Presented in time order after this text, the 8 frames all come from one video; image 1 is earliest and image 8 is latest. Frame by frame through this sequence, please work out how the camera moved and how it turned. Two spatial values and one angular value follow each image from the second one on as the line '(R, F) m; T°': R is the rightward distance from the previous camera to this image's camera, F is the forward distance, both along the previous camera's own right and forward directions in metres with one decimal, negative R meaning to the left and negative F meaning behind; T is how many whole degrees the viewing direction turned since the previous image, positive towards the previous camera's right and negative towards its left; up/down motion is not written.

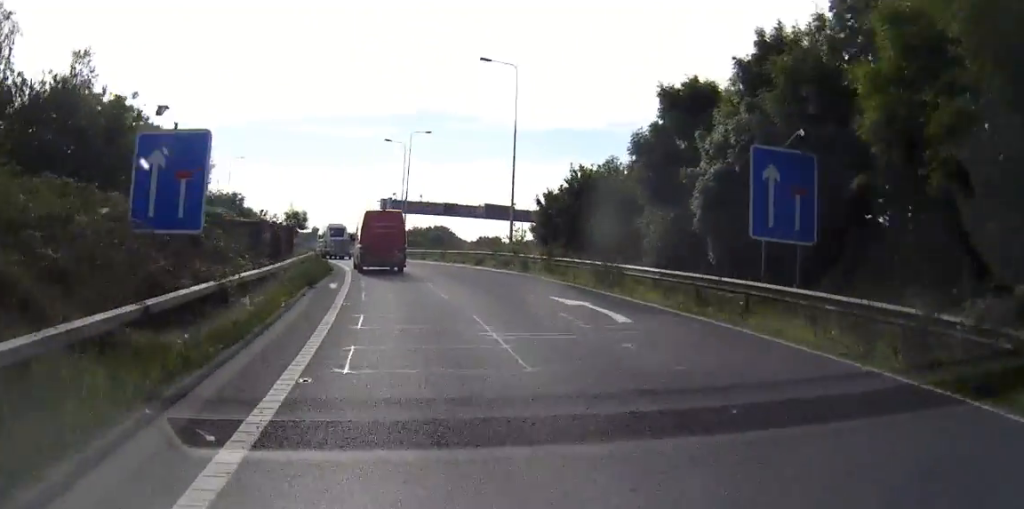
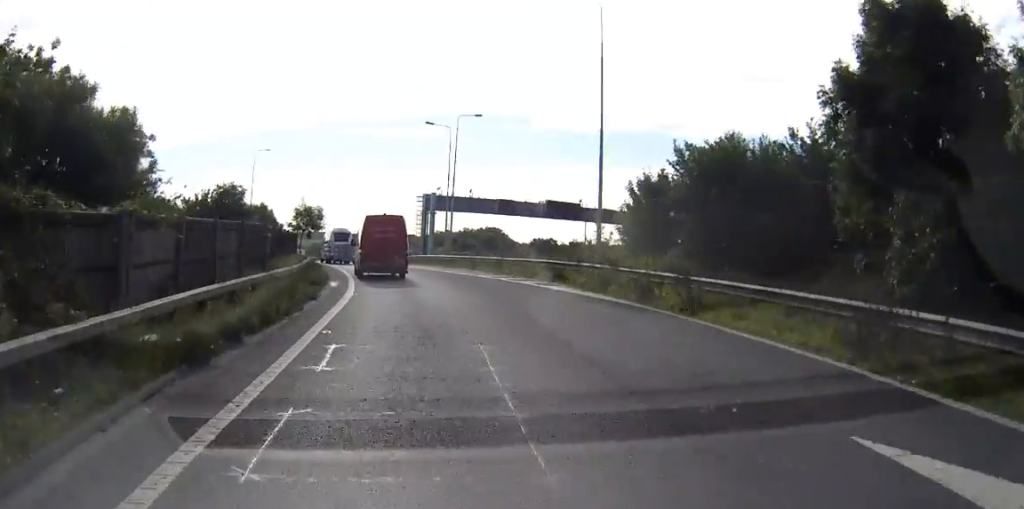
(-0.4, +14.7) m; -3°
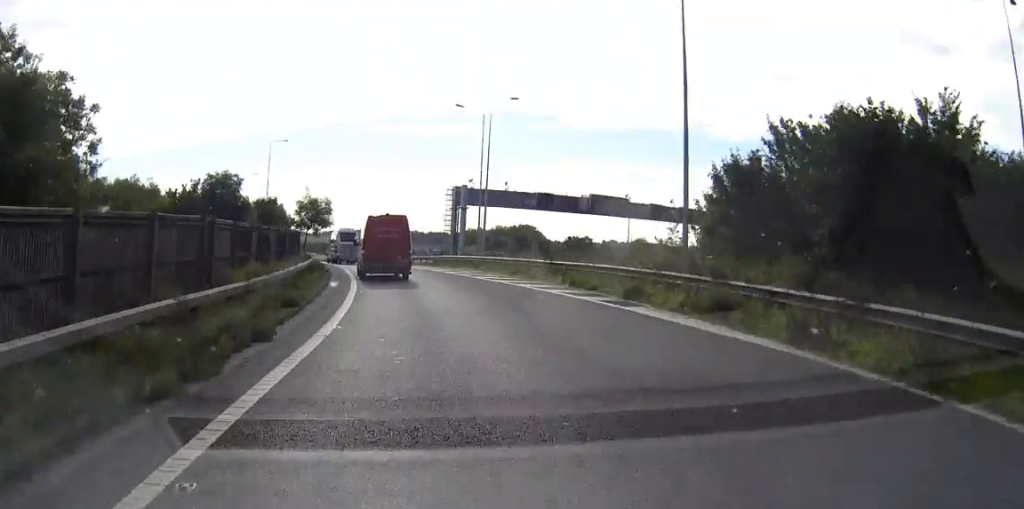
(-0.1, +8.6) m; -2°
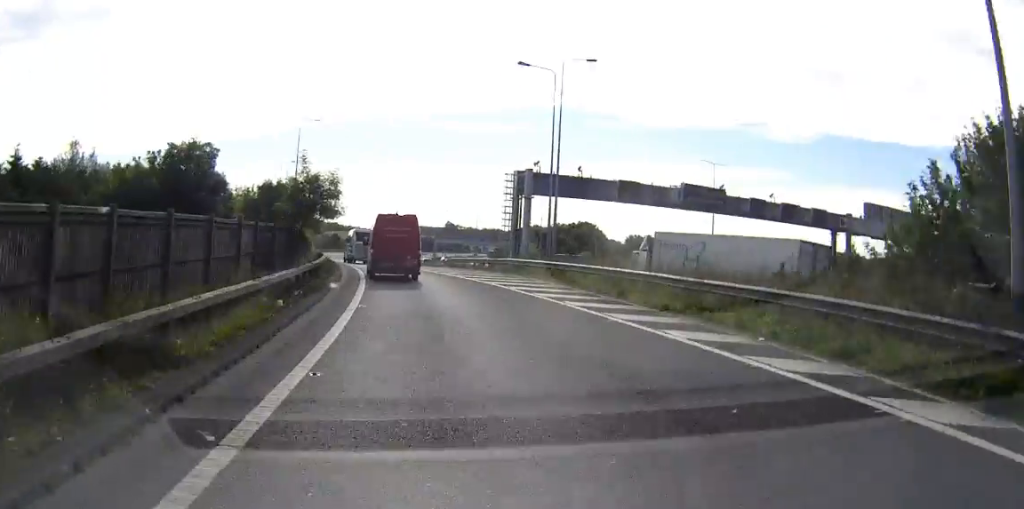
(-0.5, +14.4) m; -3°
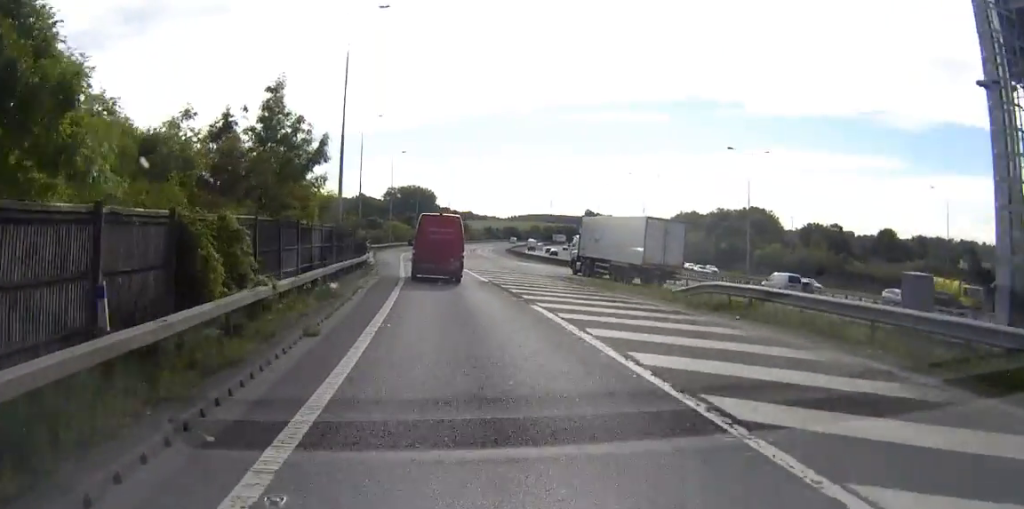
(-3.8, +44.2) m; -9°
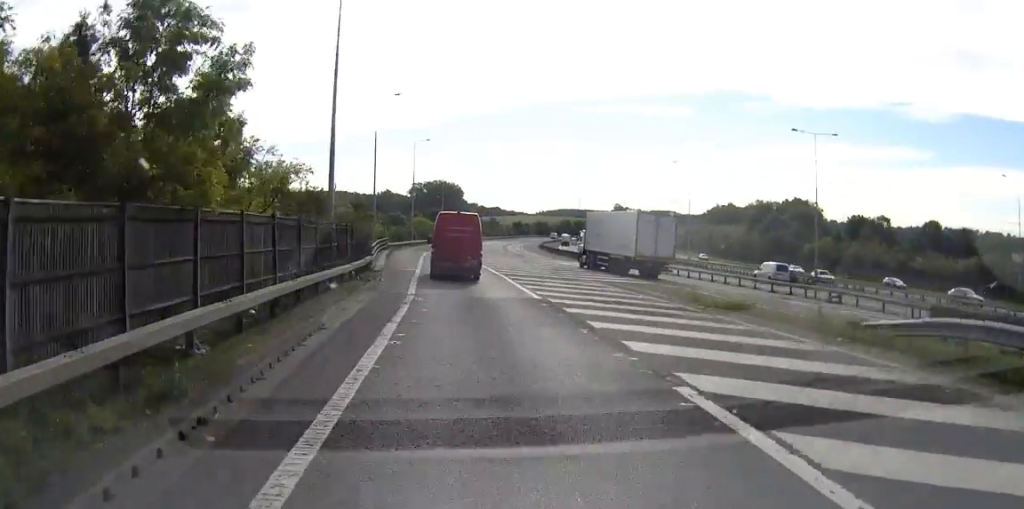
(-0.2, +12.1) m; -1°
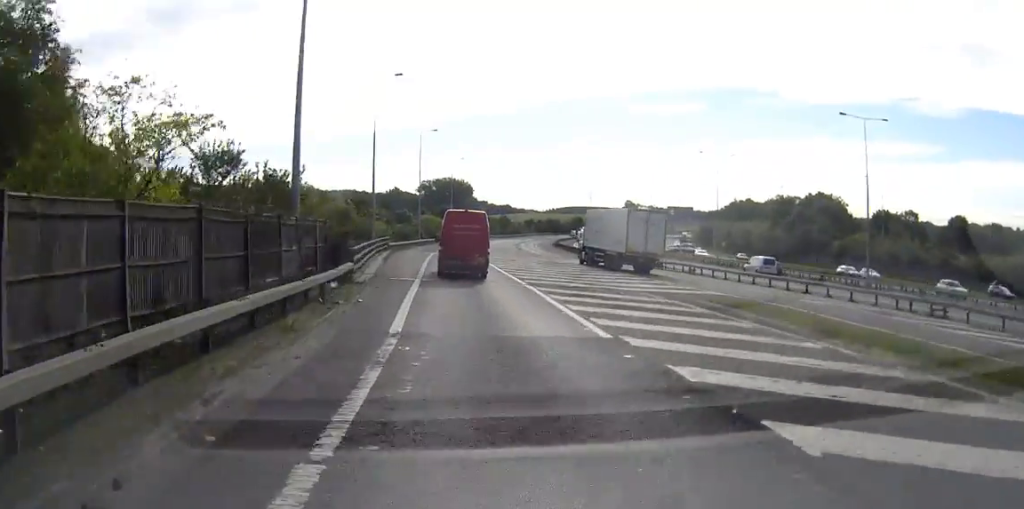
(-0.1, +9.5) m; -1°
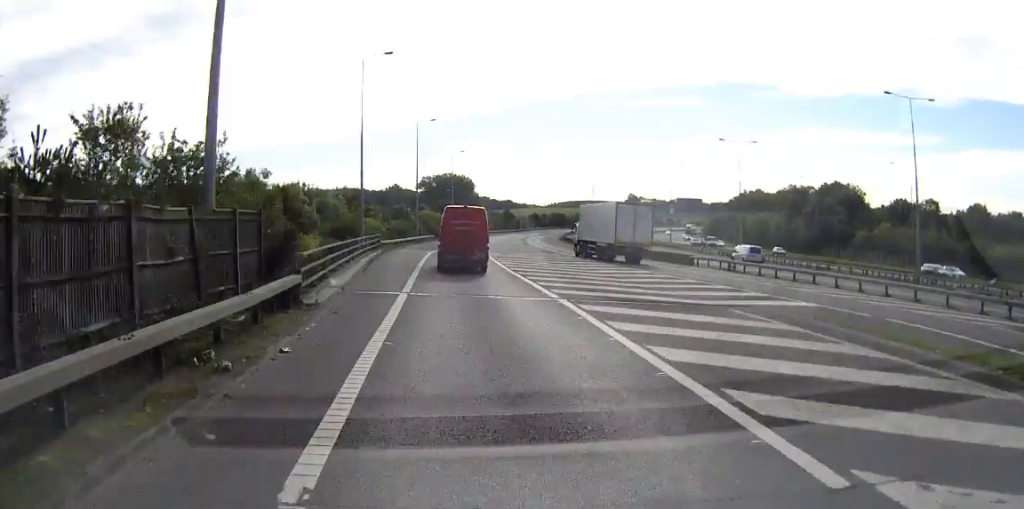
(-0.1, +8.9) m; 0°
